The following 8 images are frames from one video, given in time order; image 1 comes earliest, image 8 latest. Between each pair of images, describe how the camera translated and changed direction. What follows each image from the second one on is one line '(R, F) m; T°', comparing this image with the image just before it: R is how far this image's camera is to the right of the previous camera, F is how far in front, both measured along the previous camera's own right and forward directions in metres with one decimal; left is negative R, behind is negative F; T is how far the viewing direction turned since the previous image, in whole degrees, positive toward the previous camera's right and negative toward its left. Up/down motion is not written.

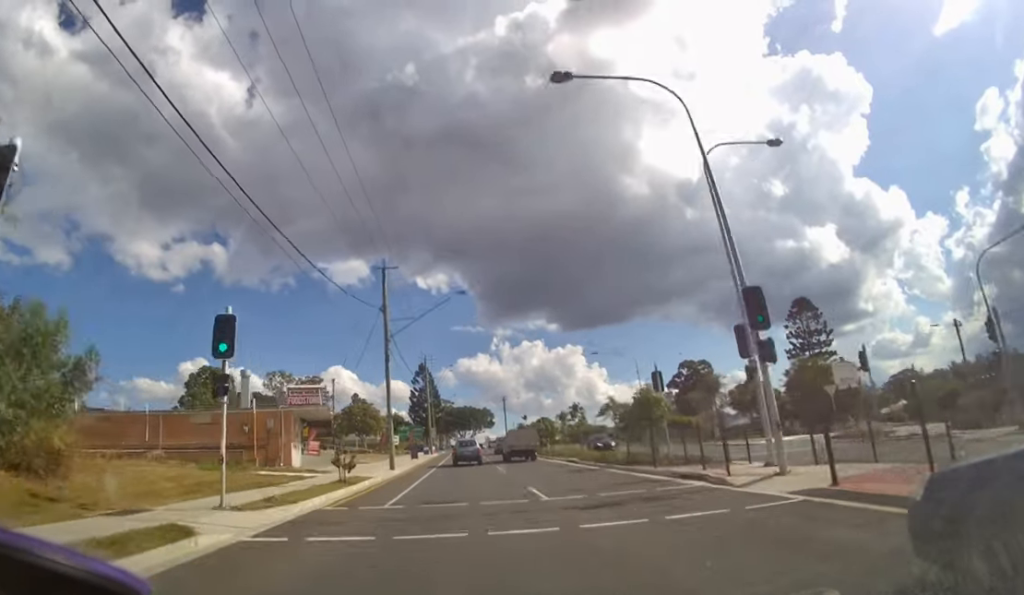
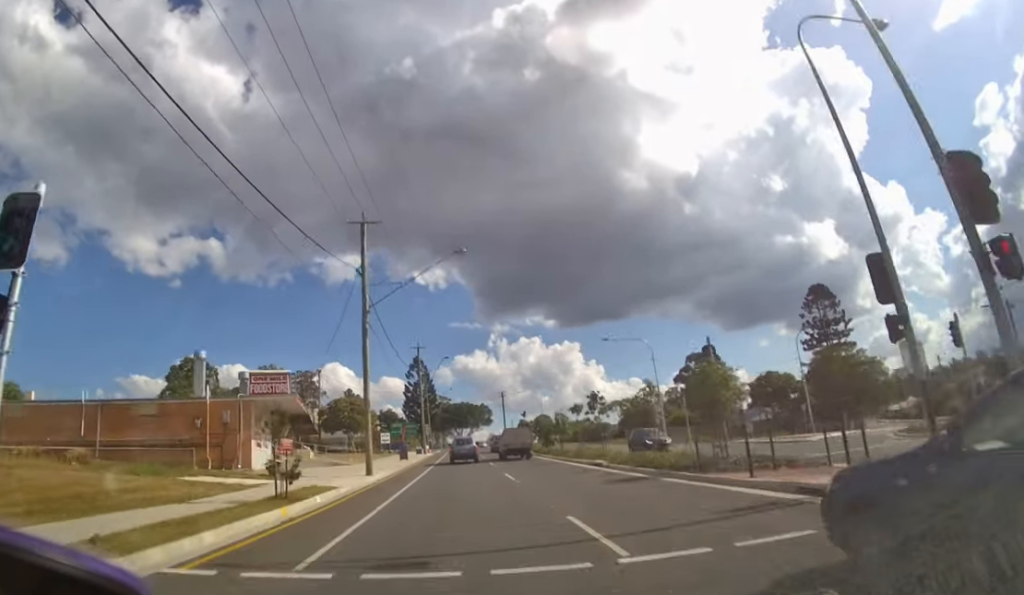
(-0.1, +7.3) m; 0°
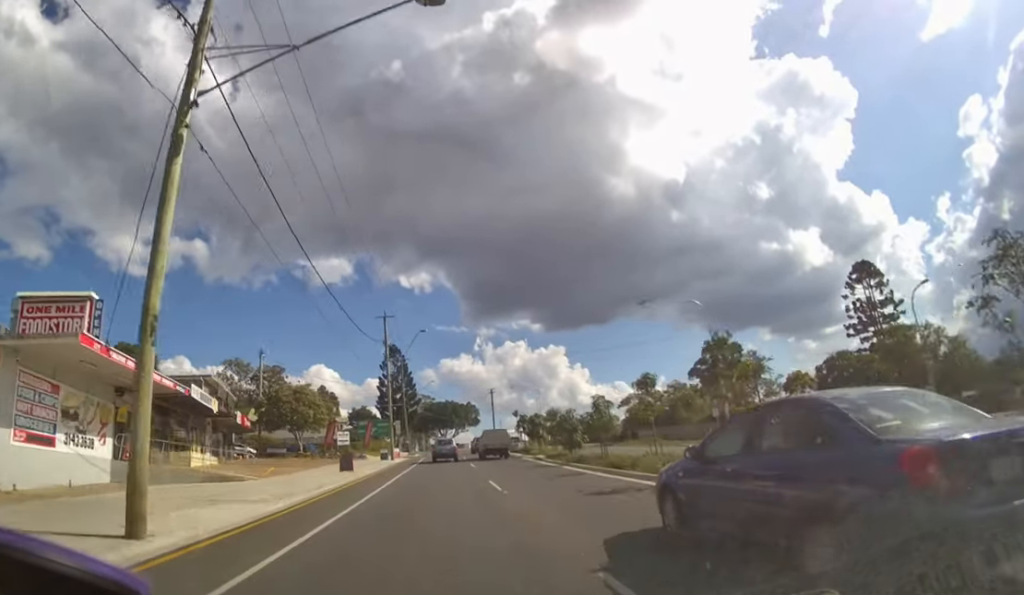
(+0.1, +17.6) m; +2°
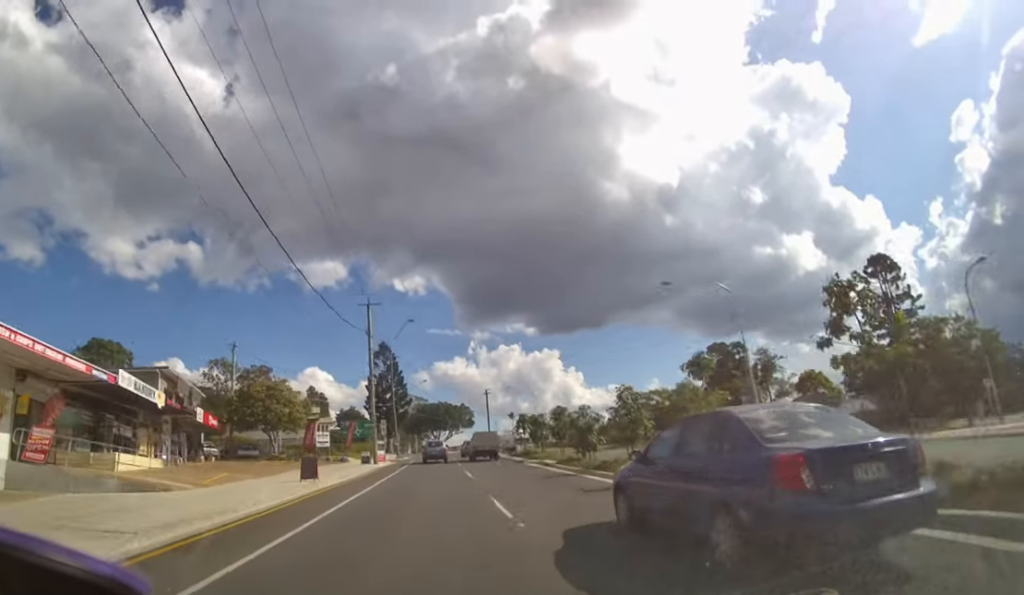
(+0.1, +5.4) m; +1°
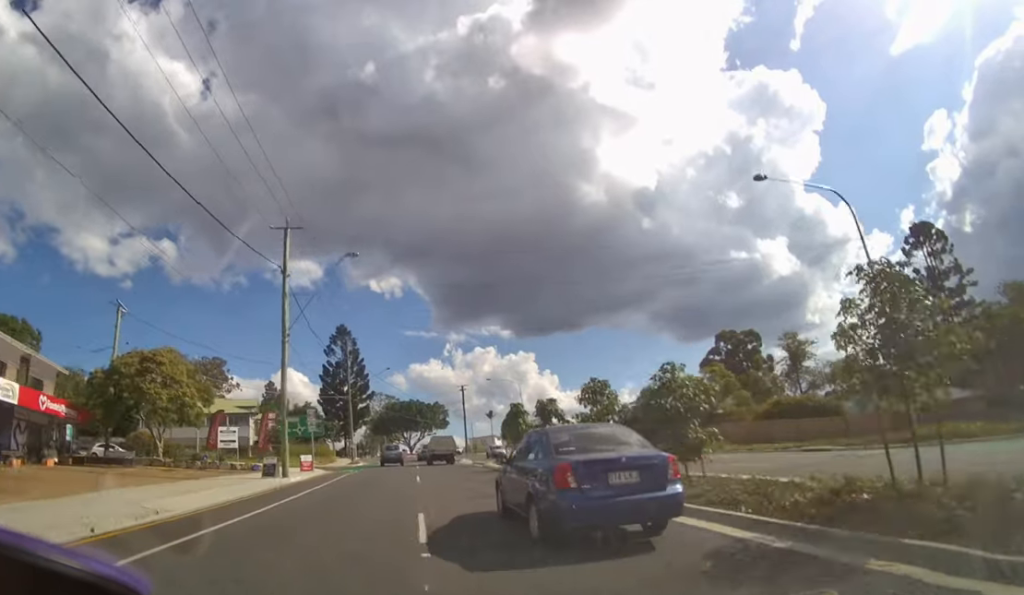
(+0.3, +14.4) m; +1°
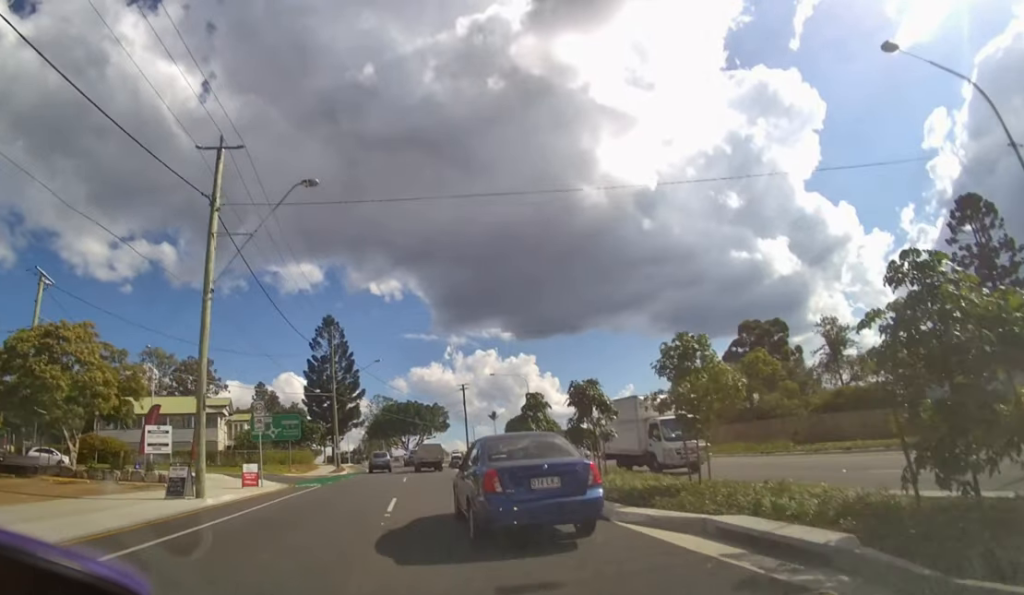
(0.0, +7.7) m; 0°
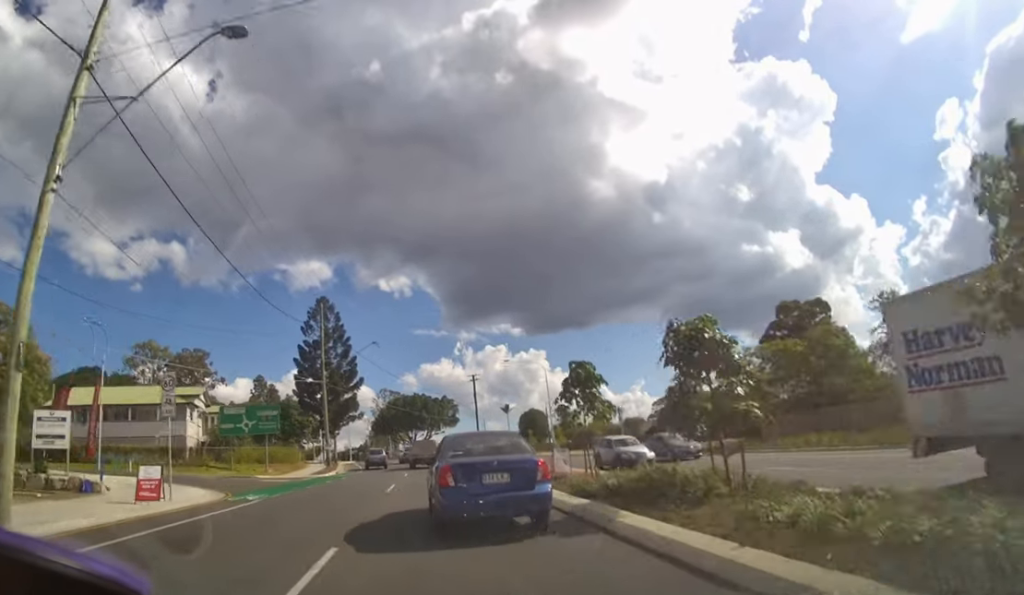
(0.0, +7.0) m; -1°
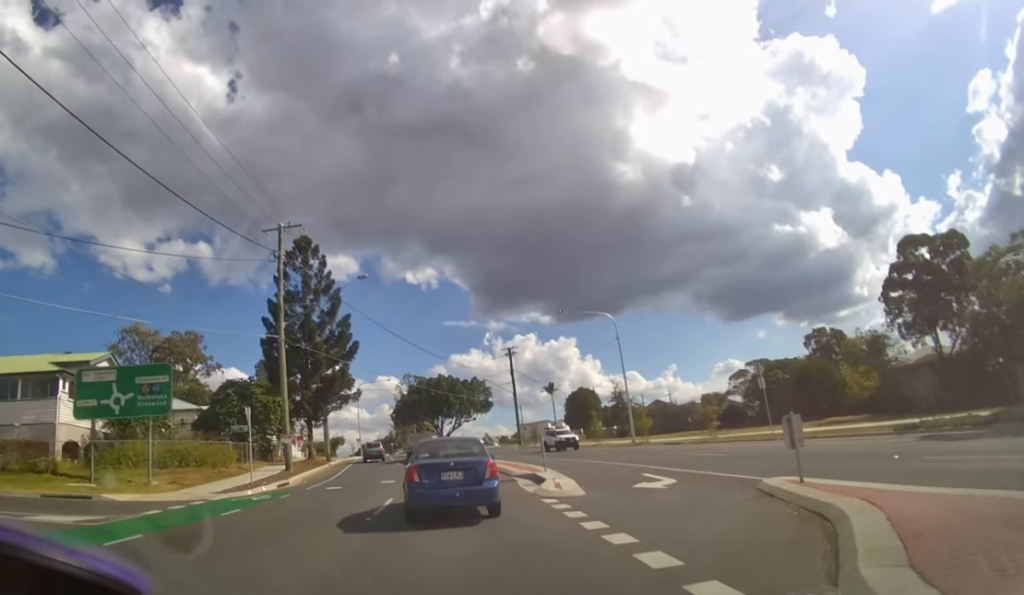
(-0.4, +15.7) m; -3°
